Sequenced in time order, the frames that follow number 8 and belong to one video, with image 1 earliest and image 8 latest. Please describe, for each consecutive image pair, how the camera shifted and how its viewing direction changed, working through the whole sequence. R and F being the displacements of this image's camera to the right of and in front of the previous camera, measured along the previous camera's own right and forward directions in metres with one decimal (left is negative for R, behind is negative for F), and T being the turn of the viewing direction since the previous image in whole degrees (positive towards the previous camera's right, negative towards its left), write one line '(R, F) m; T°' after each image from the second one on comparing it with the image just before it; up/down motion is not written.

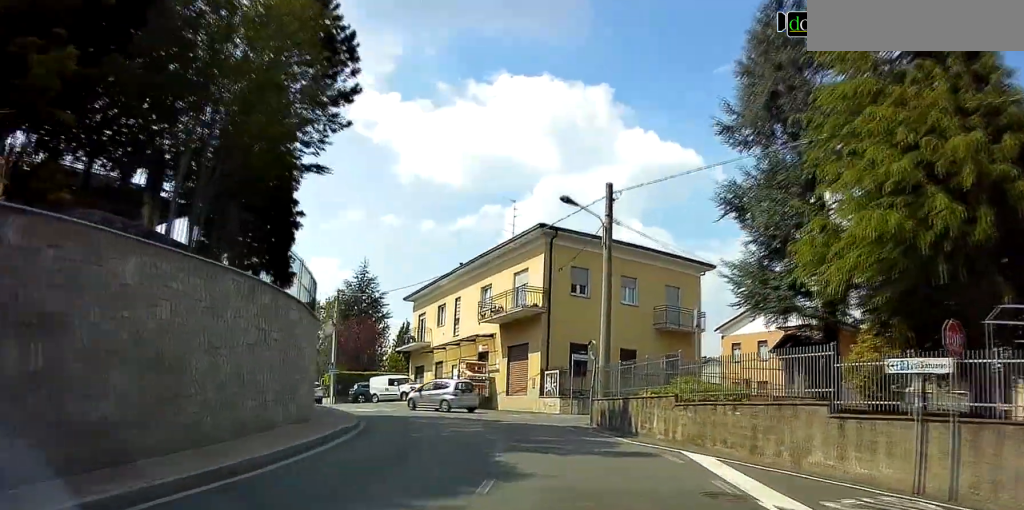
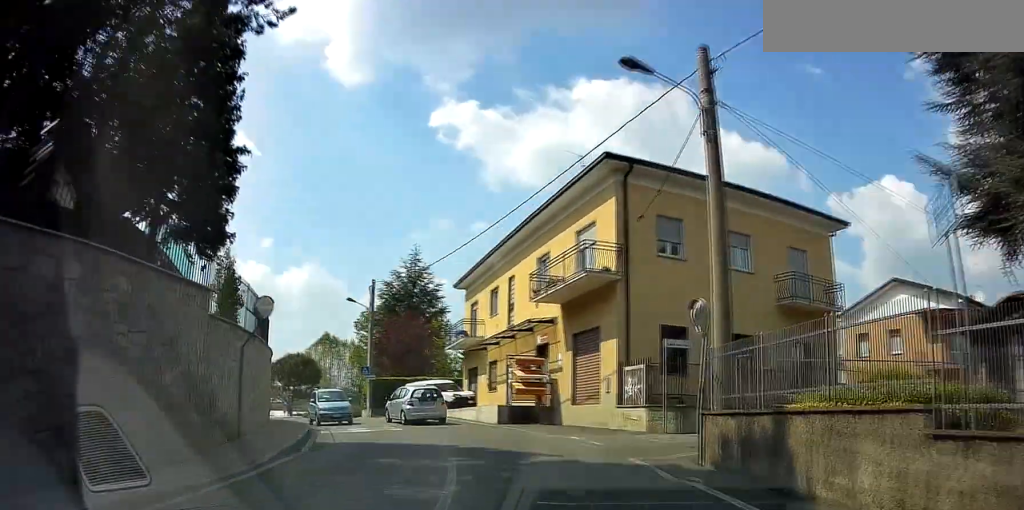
(-0.2, +9.7) m; -7°
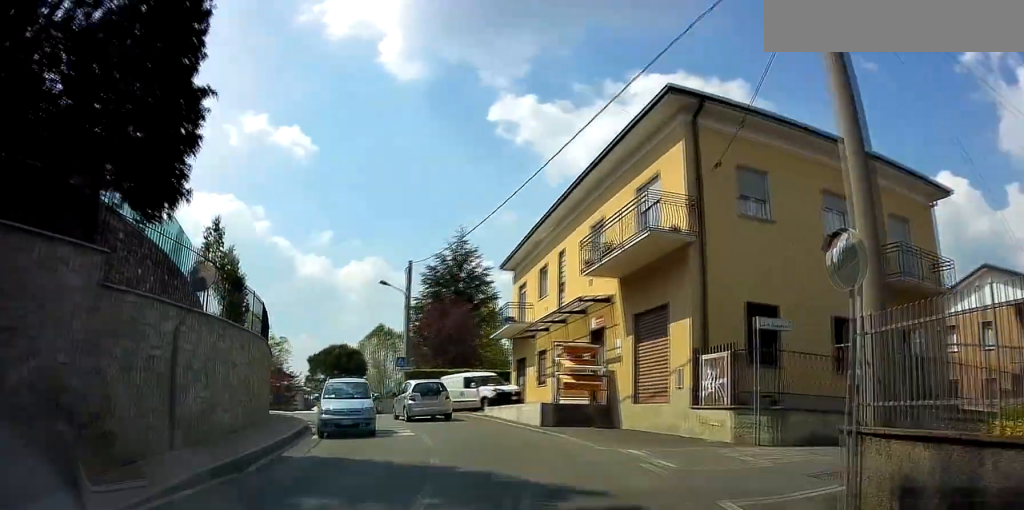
(+0.1, +4.7) m; -7°
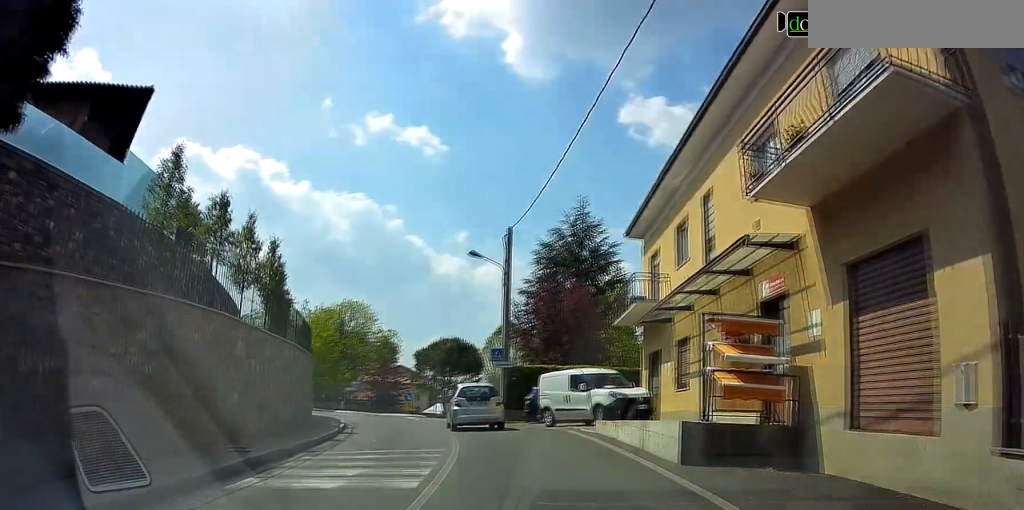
(-1.3, +8.3) m; -10°
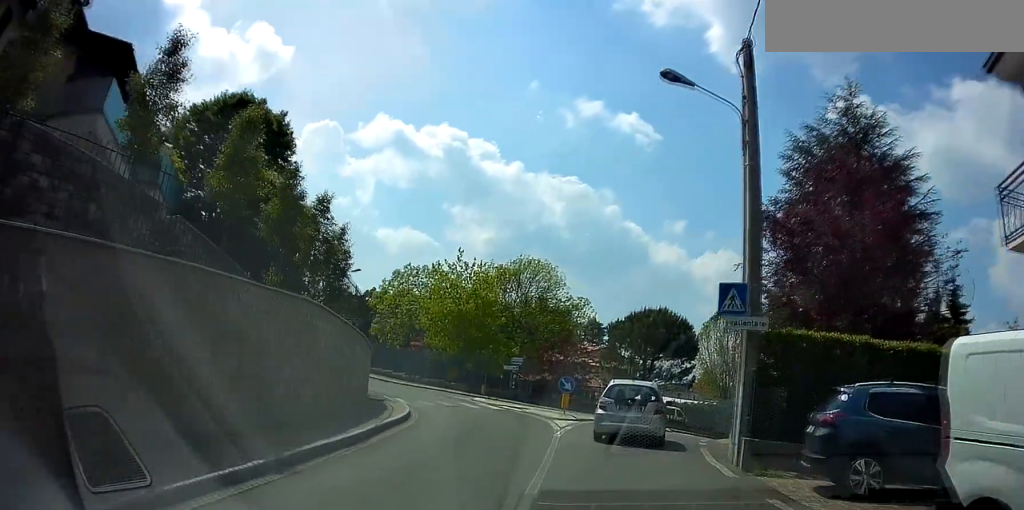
(-1.5, +16.5) m; -6°
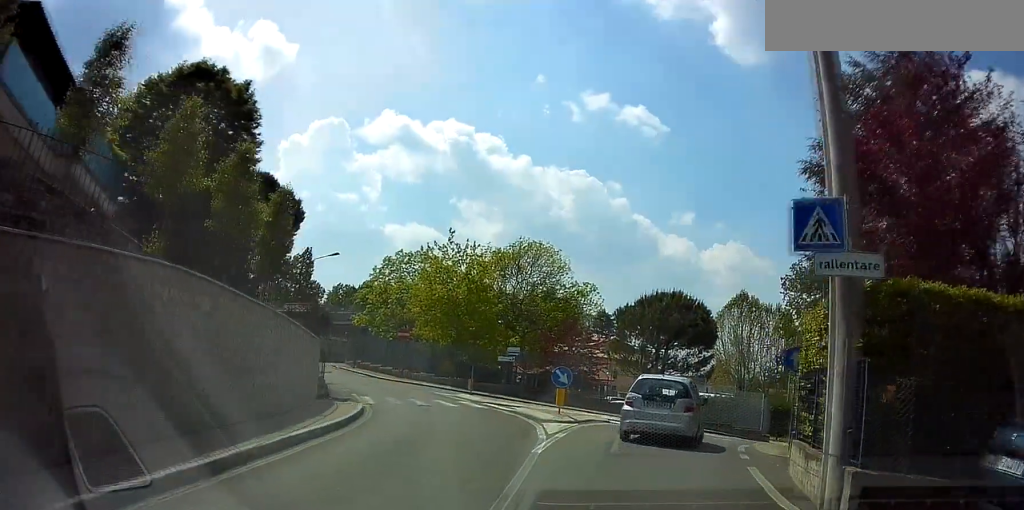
(0.0, +4.8) m; 0°
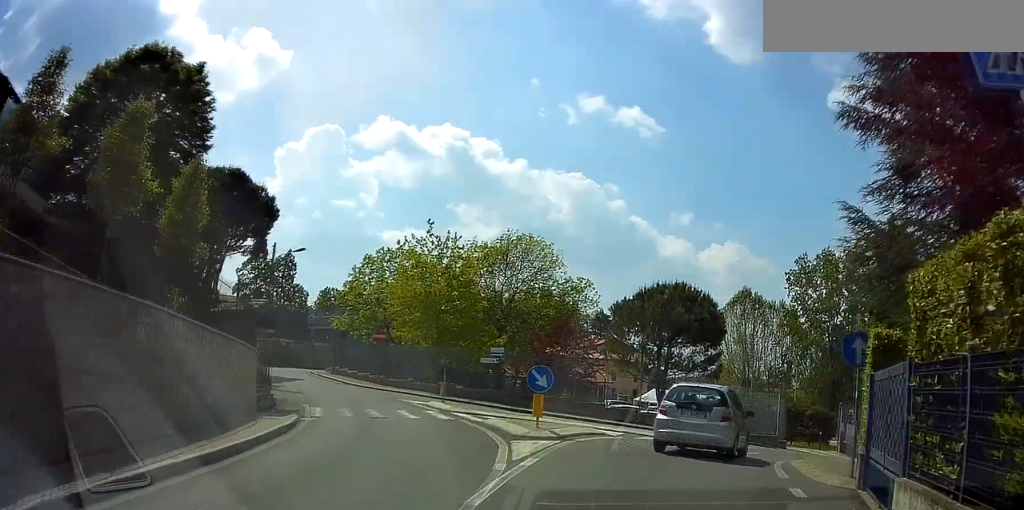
(+0.3, +4.2) m; 0°
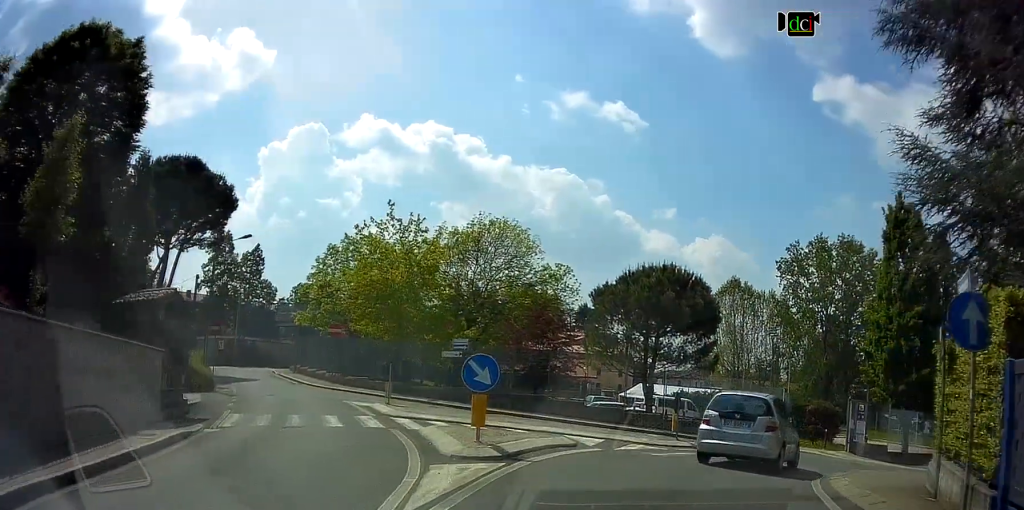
(0.0, +4.0) m; +2°
